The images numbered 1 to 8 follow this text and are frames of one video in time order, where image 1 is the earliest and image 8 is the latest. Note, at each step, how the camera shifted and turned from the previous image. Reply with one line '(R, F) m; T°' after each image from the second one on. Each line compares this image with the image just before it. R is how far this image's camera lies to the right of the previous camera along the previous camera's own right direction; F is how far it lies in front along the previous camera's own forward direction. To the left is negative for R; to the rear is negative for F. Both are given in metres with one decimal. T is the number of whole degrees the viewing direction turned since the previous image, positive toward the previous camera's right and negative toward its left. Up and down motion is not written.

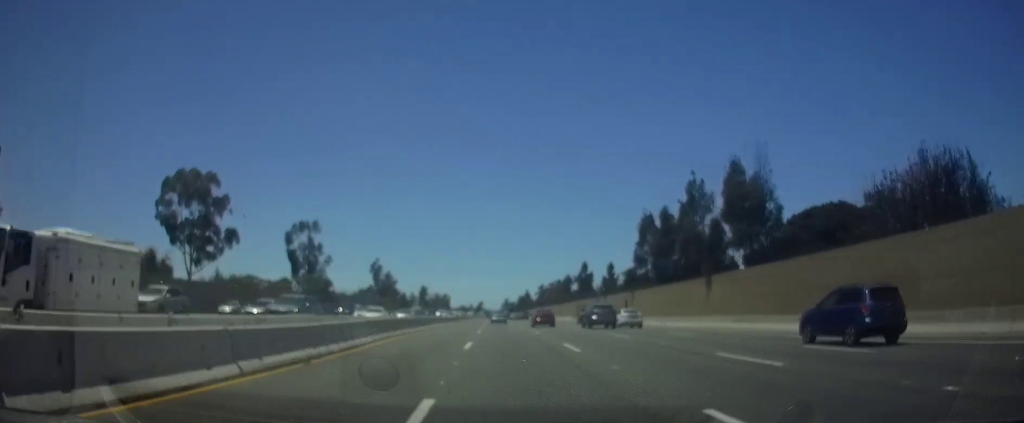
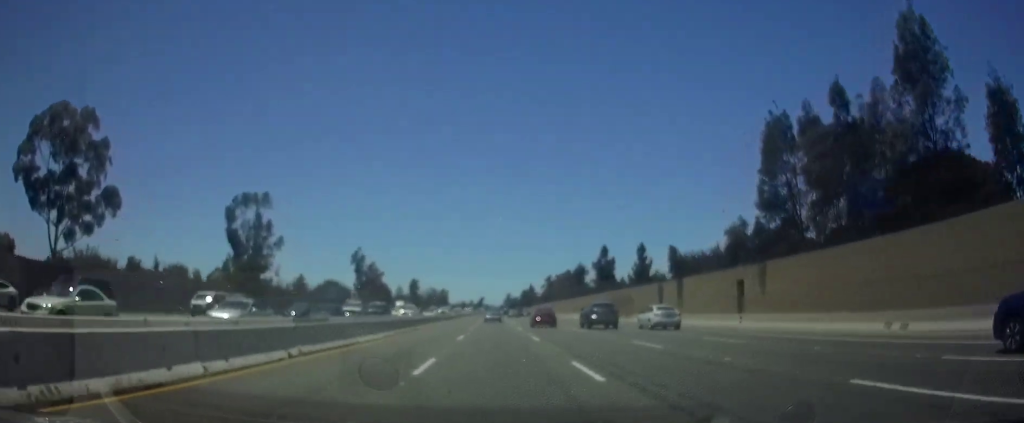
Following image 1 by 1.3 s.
(+0.1, +36.4) m; 0°
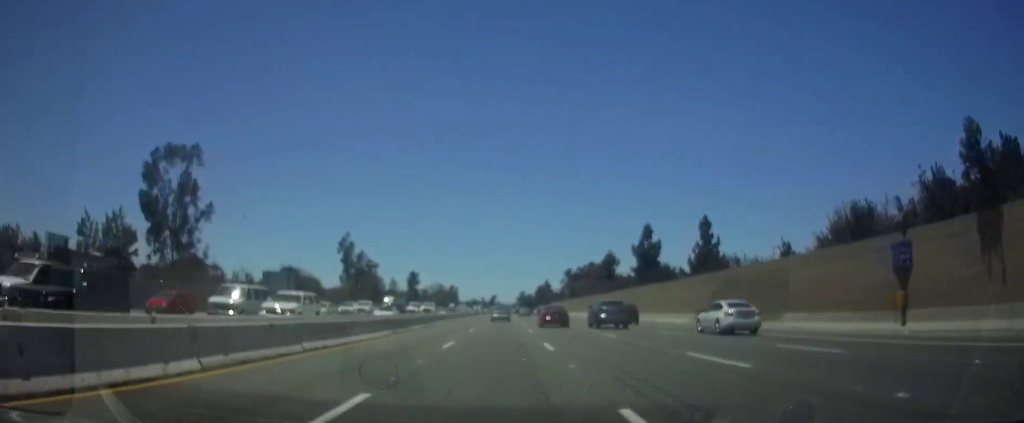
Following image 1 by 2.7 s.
(-0.4, +35.8) m; -1°
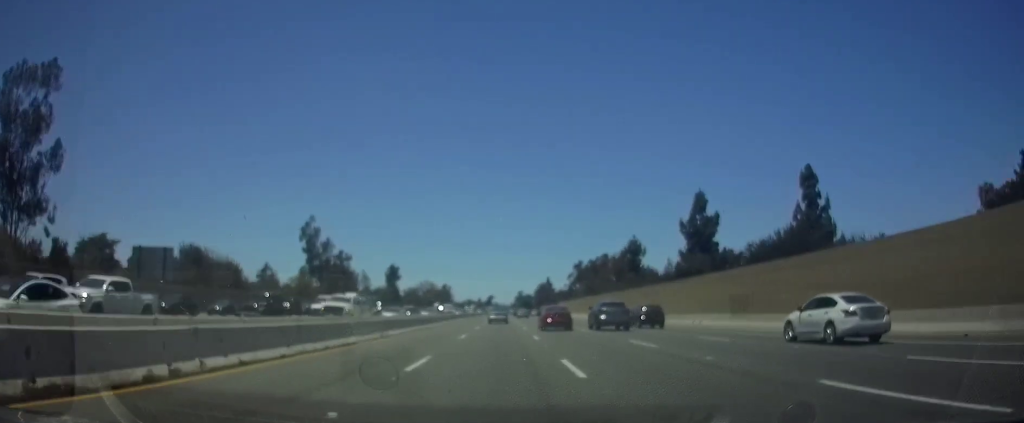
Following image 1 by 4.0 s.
(0.0, +36.1) m; 0°
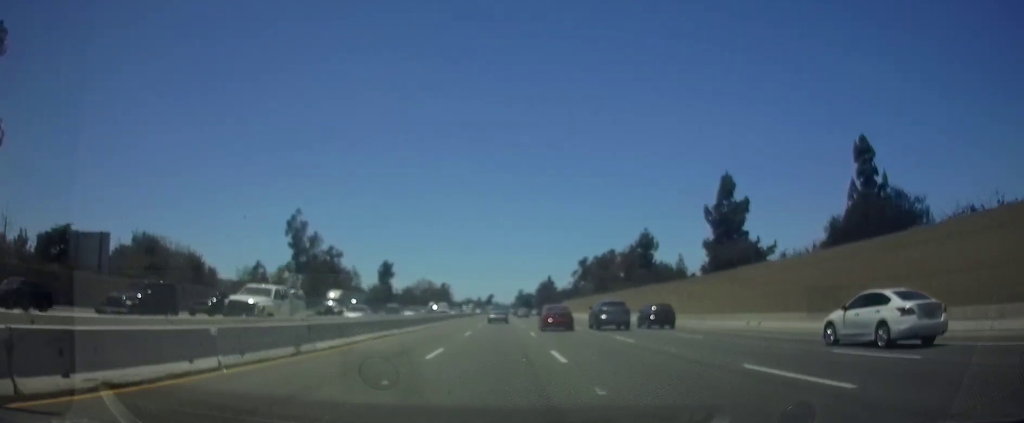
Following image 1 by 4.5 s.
(0.0, +11.4) m; 0°
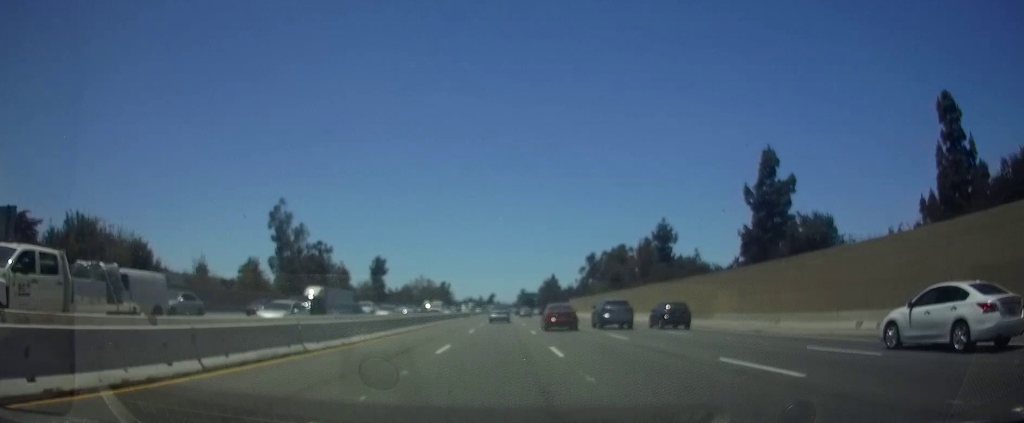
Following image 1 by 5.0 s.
(0.0, +13.0) m; 0°
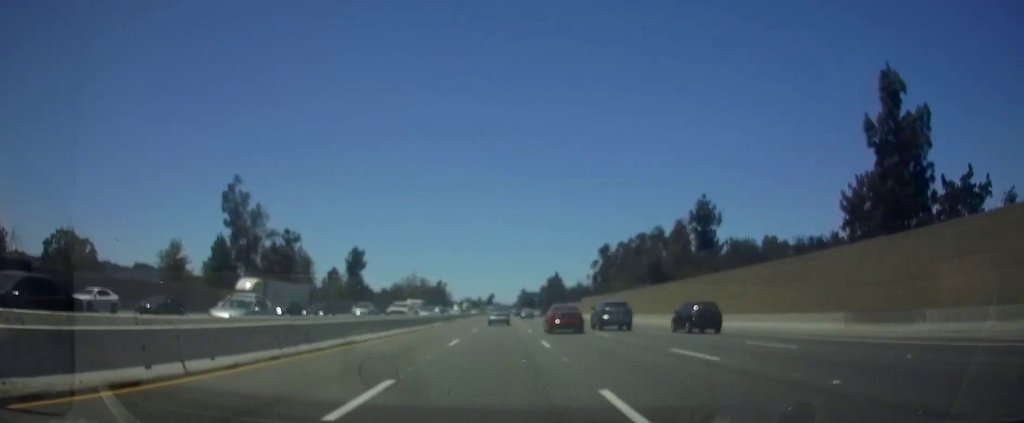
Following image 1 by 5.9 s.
(0.0, +25.0) m; 0°
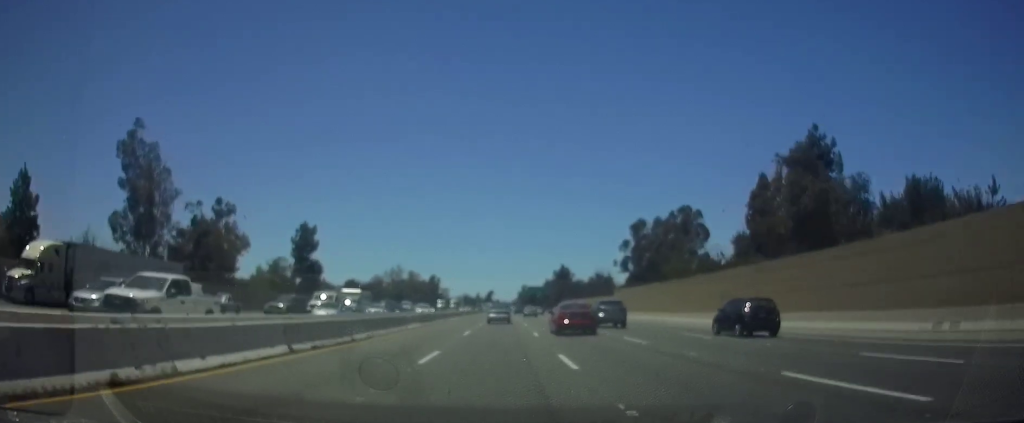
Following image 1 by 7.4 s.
(0.0, +36.5) m; 0°
